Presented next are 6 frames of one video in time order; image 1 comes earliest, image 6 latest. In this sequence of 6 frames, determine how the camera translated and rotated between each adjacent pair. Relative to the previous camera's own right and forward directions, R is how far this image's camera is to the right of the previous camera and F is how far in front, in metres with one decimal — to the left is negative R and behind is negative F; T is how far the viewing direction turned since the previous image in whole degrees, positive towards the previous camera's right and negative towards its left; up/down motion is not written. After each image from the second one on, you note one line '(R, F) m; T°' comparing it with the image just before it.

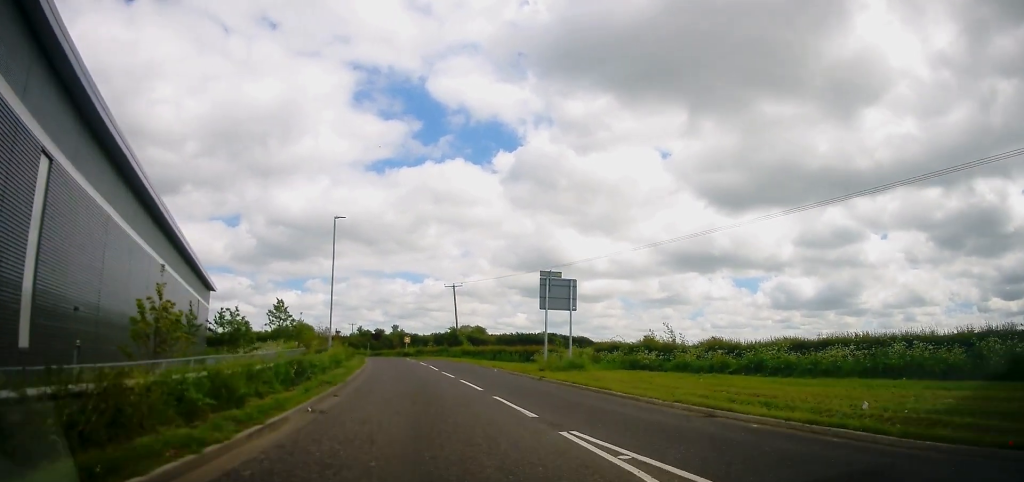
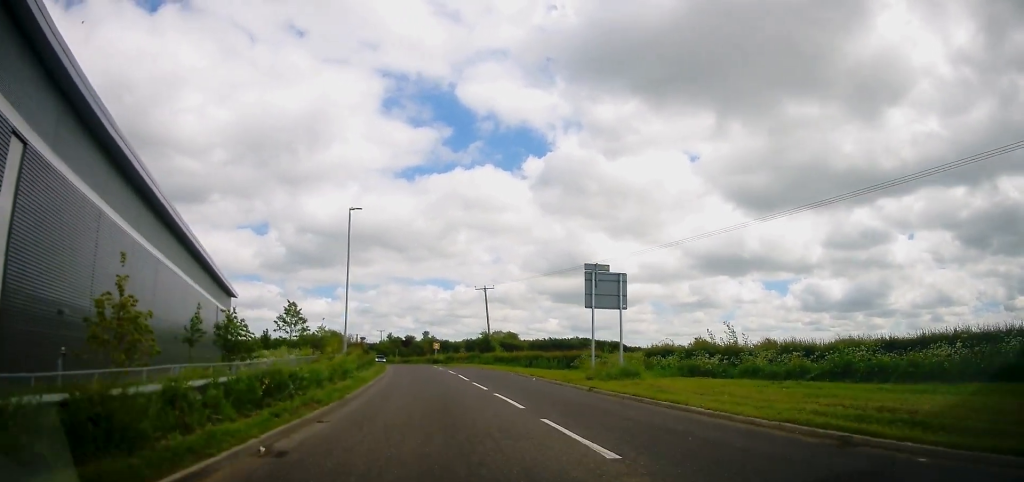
(-0.1, +3.7) m; -2°
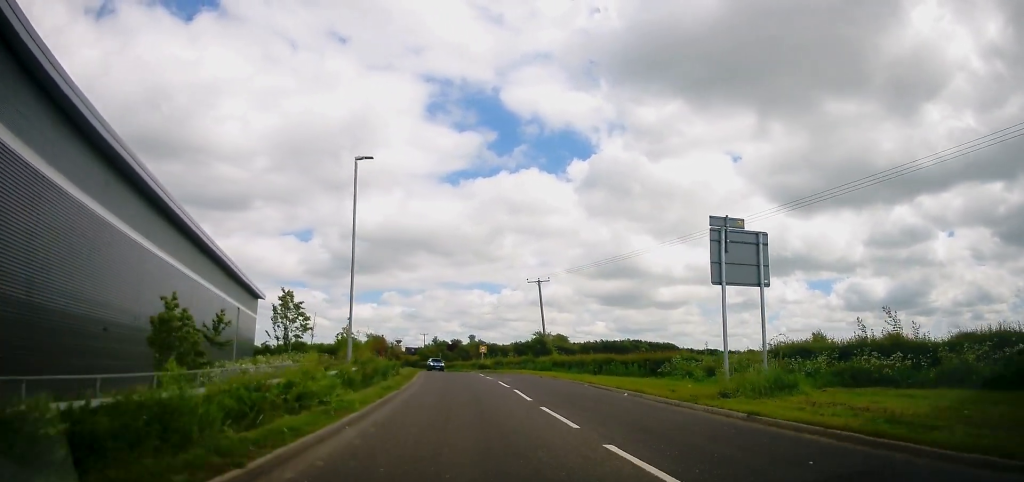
(-0.1, +8.9) m; -2°
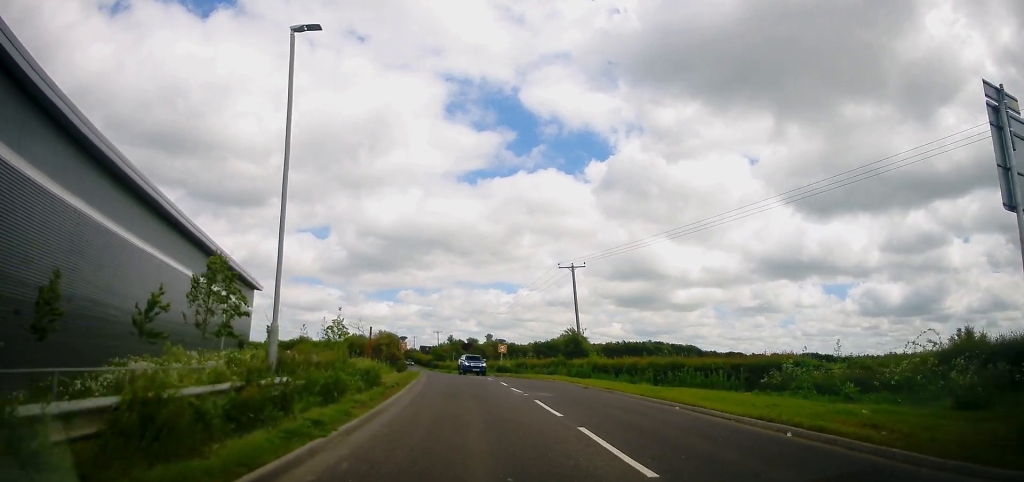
(-0.2, +9.7) m; 0°
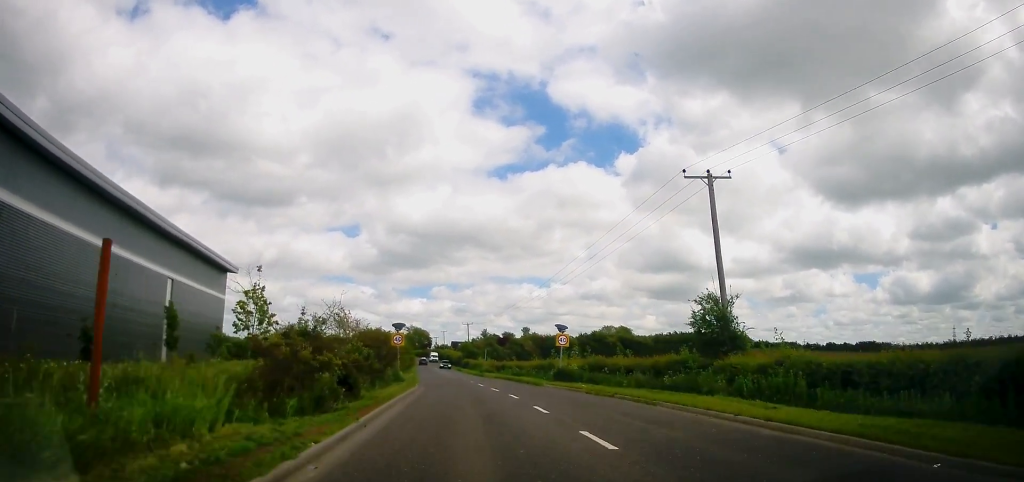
(-1.1, +22.6) m; -7°
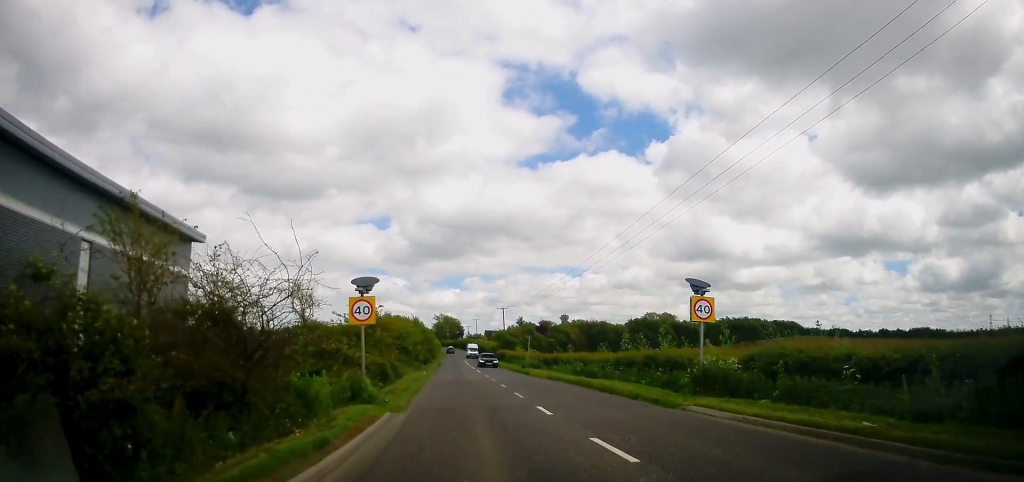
(-0.6, +17.9) m; -2°
